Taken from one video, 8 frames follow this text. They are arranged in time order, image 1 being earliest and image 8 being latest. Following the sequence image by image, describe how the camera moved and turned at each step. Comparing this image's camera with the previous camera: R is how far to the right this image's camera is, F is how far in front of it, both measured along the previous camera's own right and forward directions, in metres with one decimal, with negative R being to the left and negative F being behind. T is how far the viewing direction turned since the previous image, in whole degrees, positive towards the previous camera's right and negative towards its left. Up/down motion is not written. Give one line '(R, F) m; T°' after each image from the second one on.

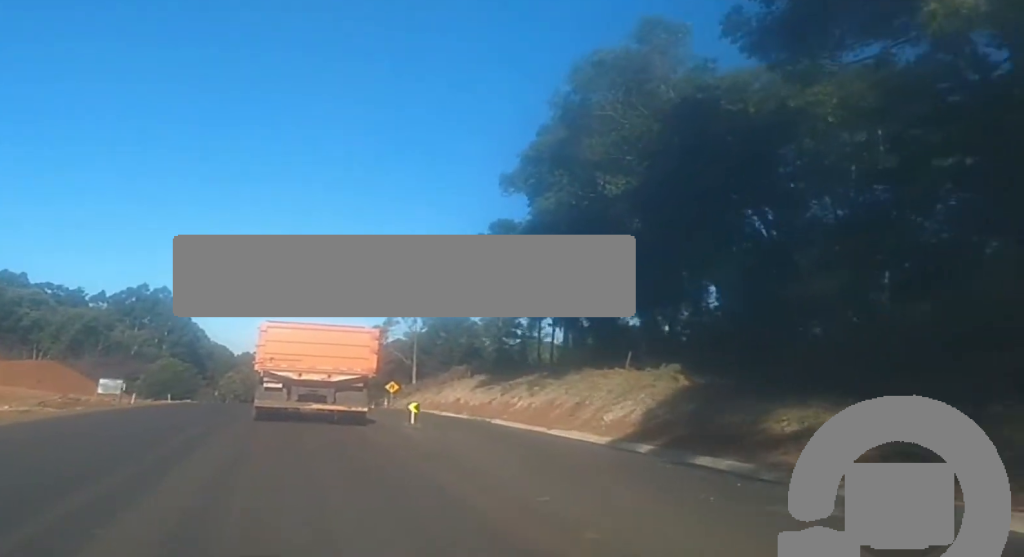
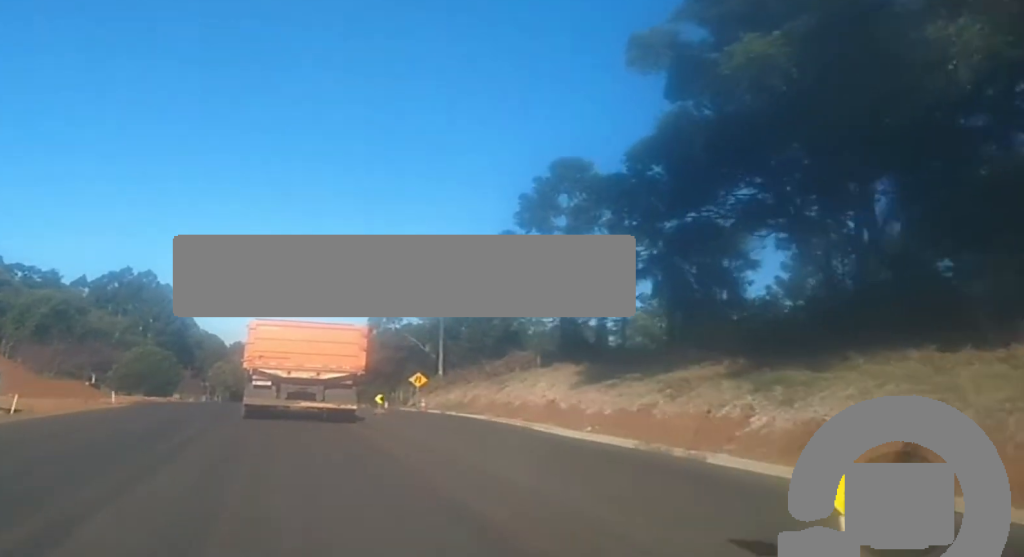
(+0.1, +21.5) m; 0°
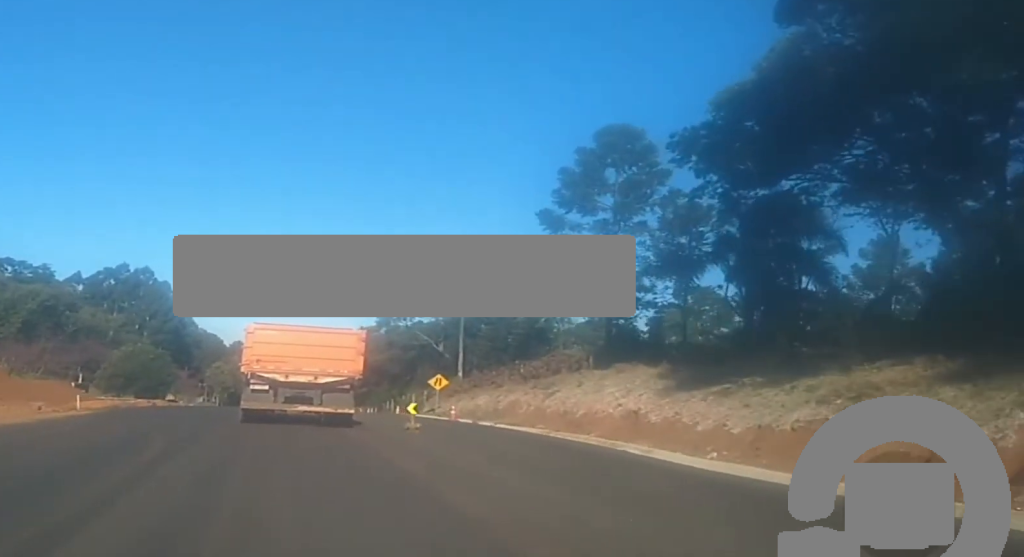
(0.0, +8.3) m; 0°
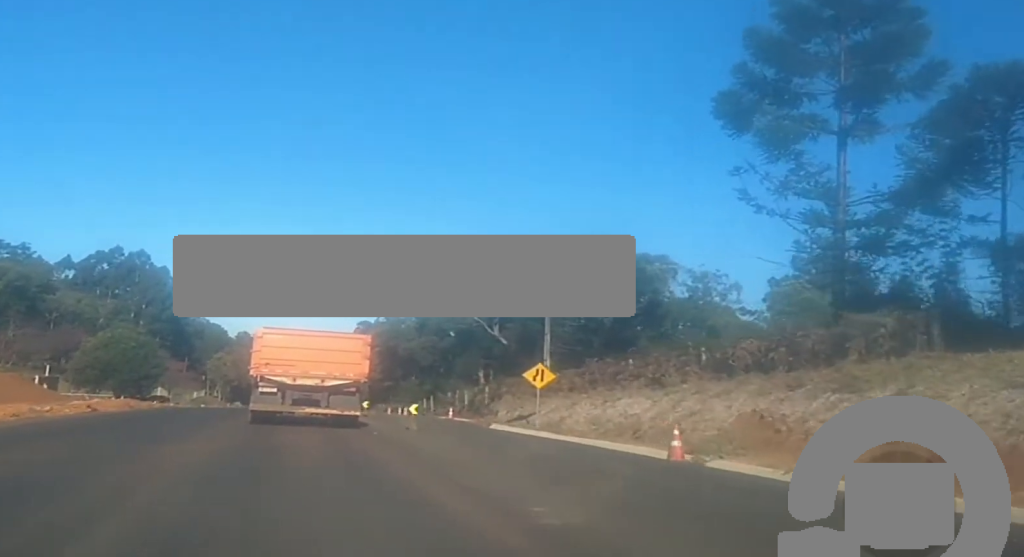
(+0.4, +22.0) m; +1°
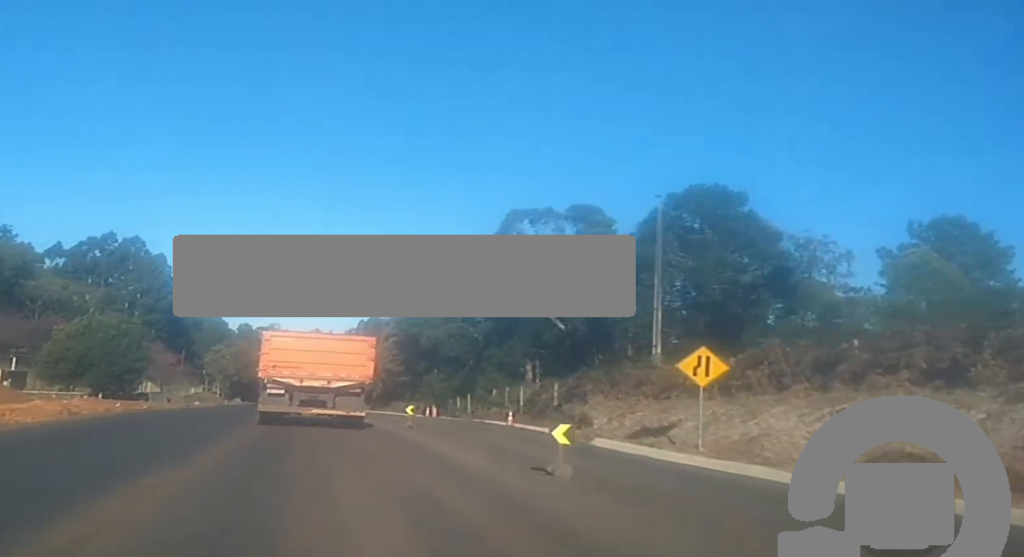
(-0.1, +14.3) m; -1°
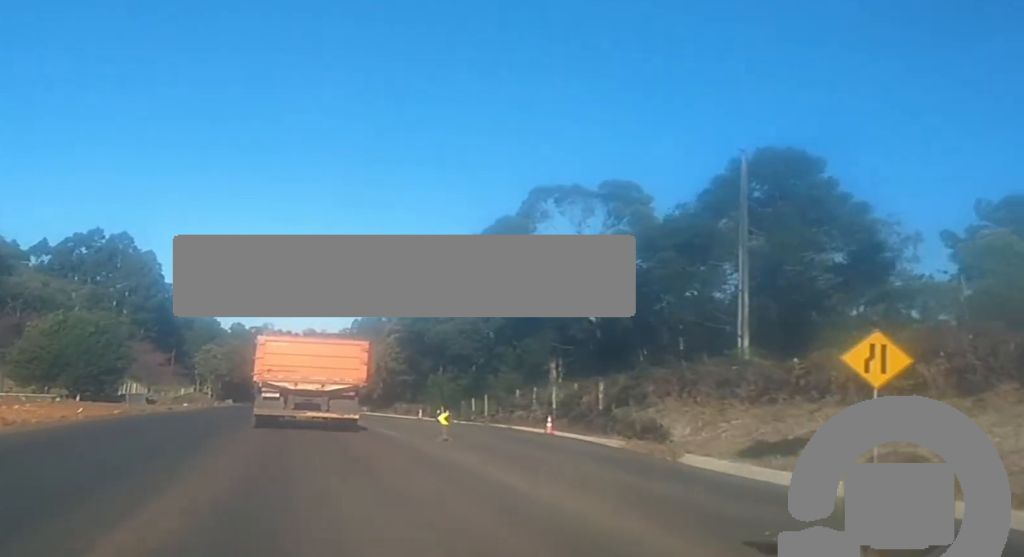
(-0.1, +7.2) m; 0°
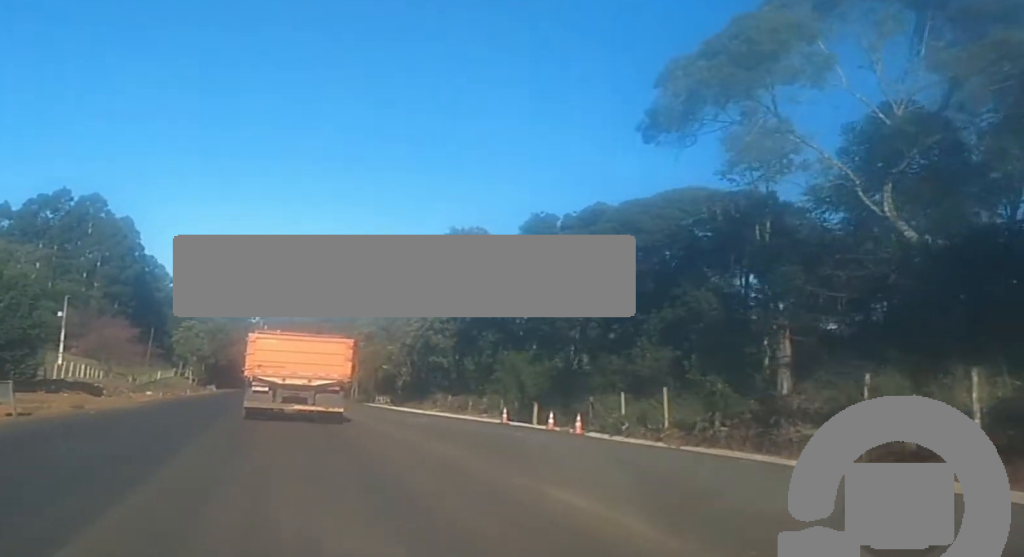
(-0.6, +27.8) m; -3°
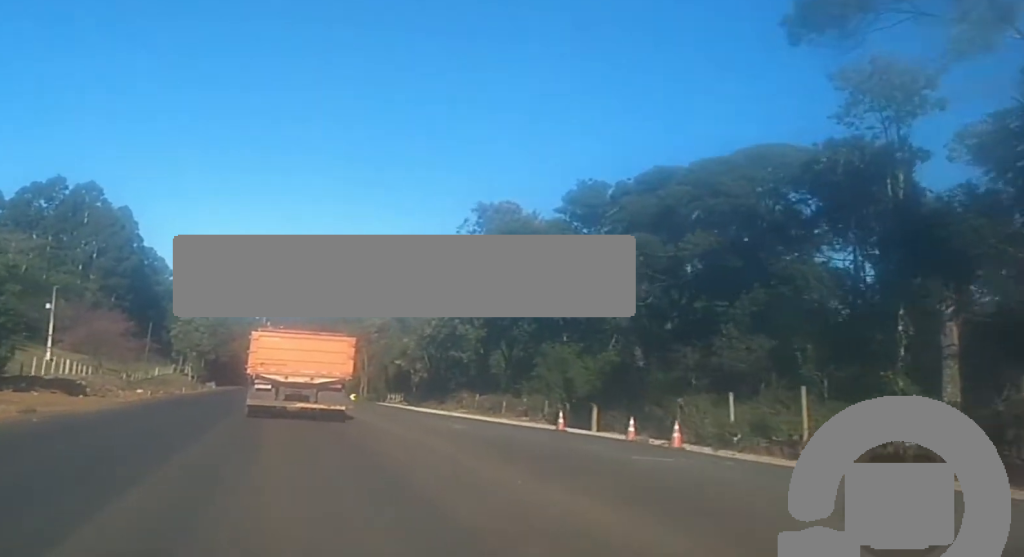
(-0.1, +7.7) m; 0°
